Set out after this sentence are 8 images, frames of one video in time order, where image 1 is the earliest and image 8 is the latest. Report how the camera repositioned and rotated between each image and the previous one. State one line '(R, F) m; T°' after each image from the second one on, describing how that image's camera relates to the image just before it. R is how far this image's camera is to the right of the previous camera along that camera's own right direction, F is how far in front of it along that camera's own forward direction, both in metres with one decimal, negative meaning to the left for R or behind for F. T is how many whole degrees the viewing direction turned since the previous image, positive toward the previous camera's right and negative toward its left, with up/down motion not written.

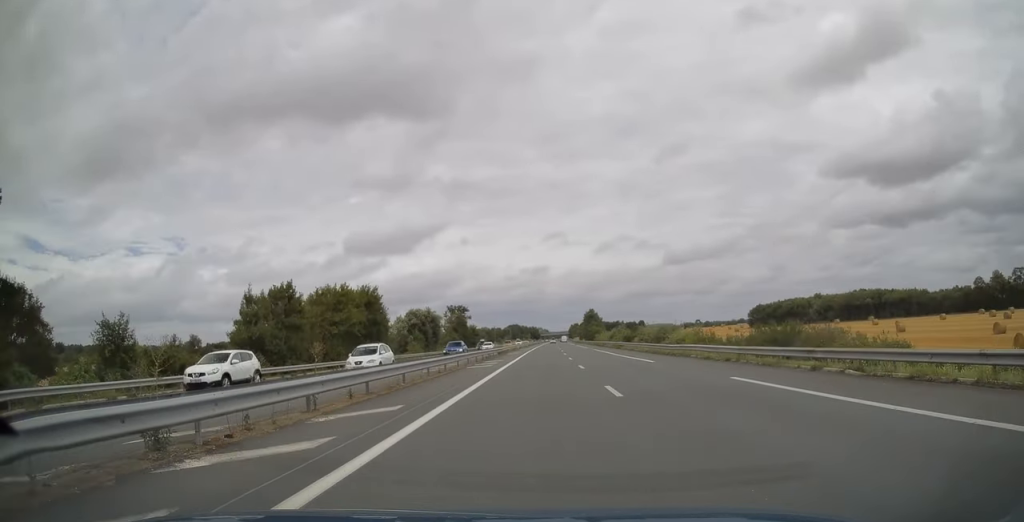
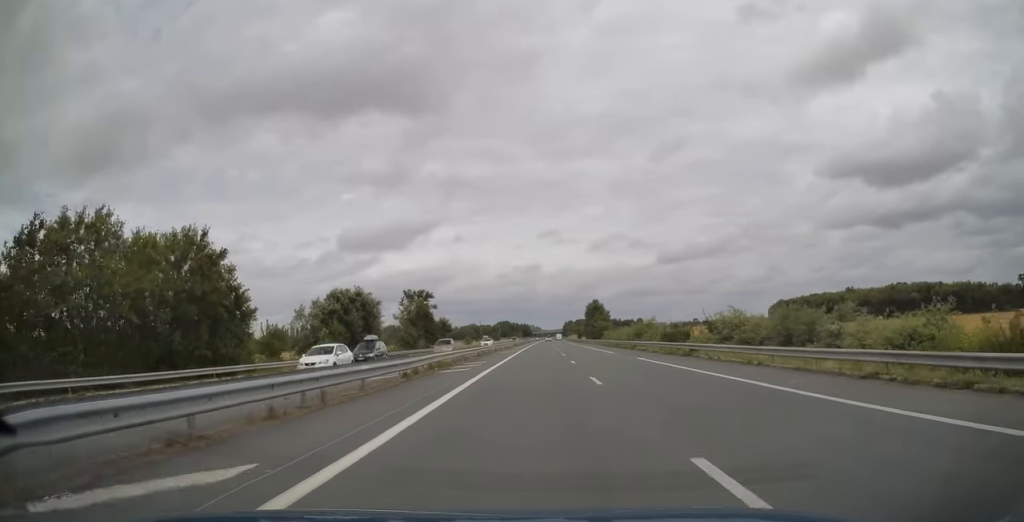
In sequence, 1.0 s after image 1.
(+0.1, +36.1) m; +1°
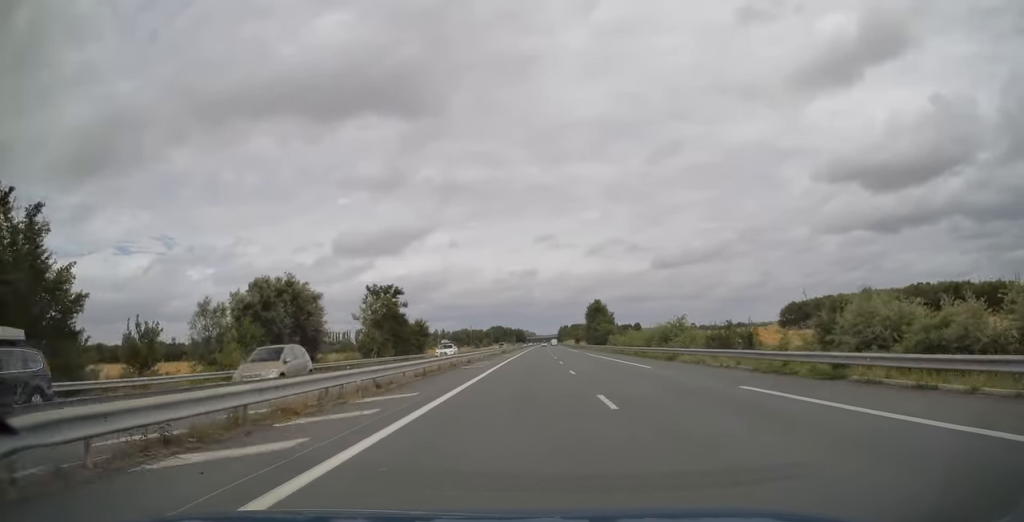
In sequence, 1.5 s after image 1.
(0.0, +18.0) m; 0°
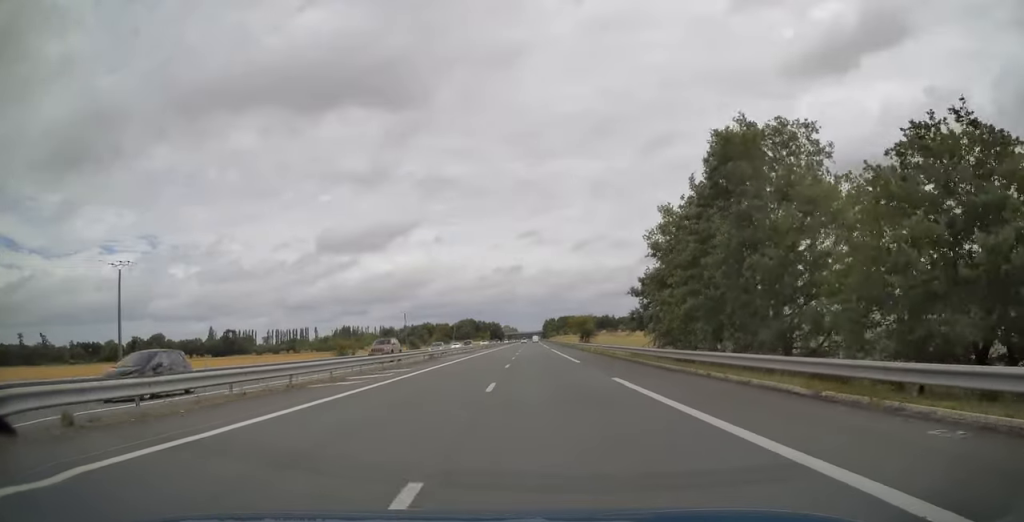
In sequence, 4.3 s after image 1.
(+2.1, +99.7) m; +1°
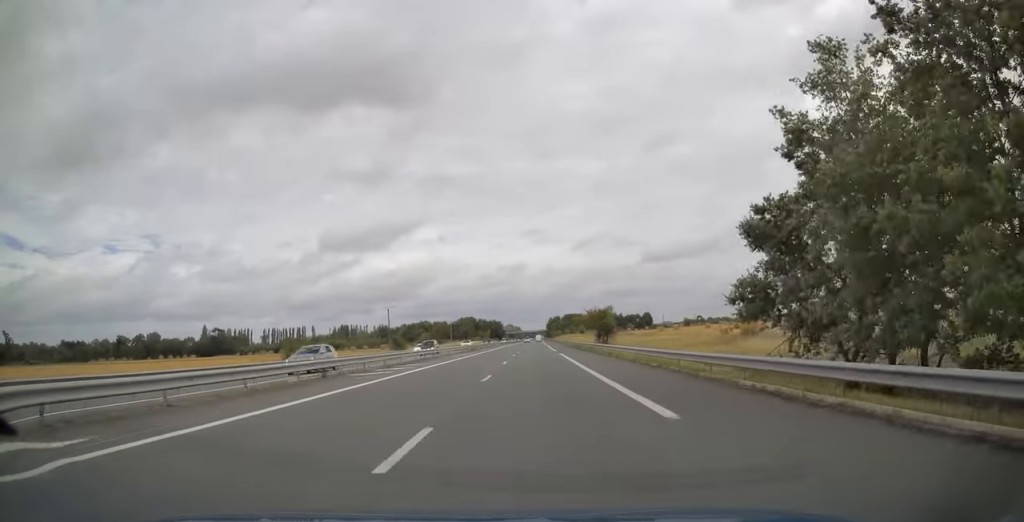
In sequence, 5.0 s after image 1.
(0.0, +22.3) m; 0°
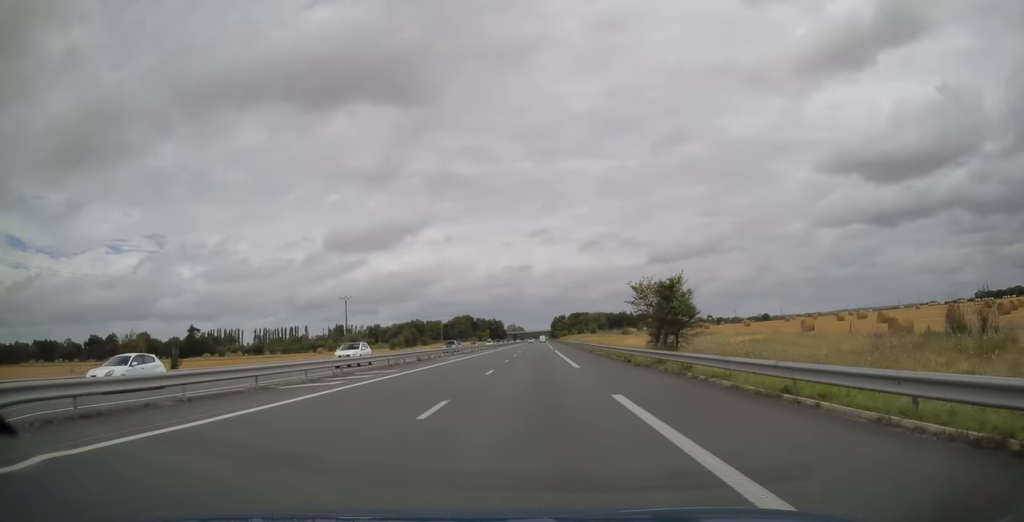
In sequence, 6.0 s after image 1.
(-0.1, +34.6) m; 0°
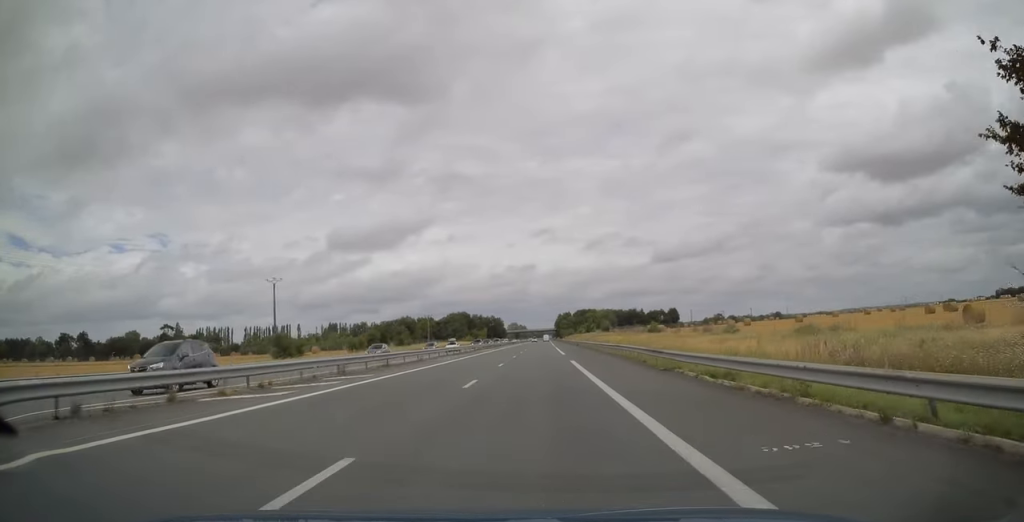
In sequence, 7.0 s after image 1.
(0.0, +32.5) m; 0°
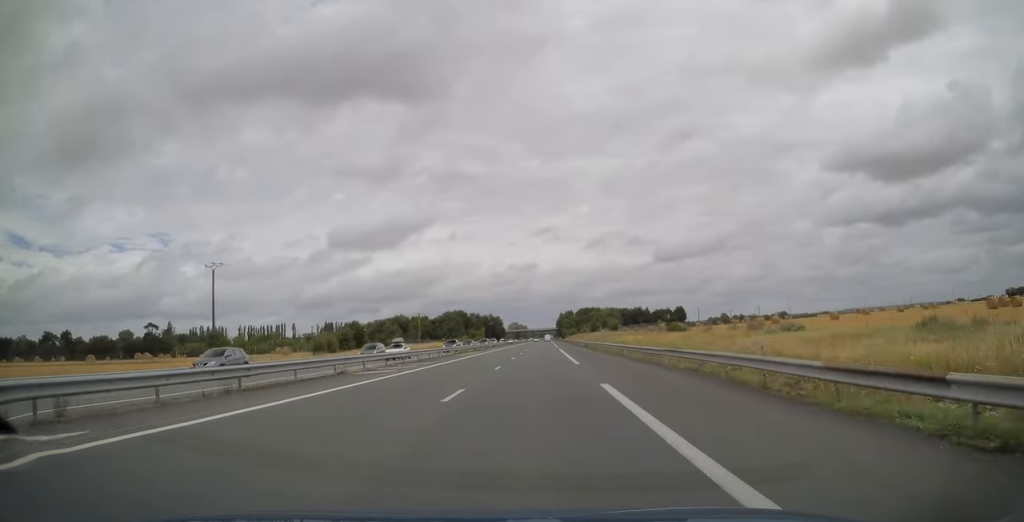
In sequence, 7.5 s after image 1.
(0.0, +16.7) m; 0°
